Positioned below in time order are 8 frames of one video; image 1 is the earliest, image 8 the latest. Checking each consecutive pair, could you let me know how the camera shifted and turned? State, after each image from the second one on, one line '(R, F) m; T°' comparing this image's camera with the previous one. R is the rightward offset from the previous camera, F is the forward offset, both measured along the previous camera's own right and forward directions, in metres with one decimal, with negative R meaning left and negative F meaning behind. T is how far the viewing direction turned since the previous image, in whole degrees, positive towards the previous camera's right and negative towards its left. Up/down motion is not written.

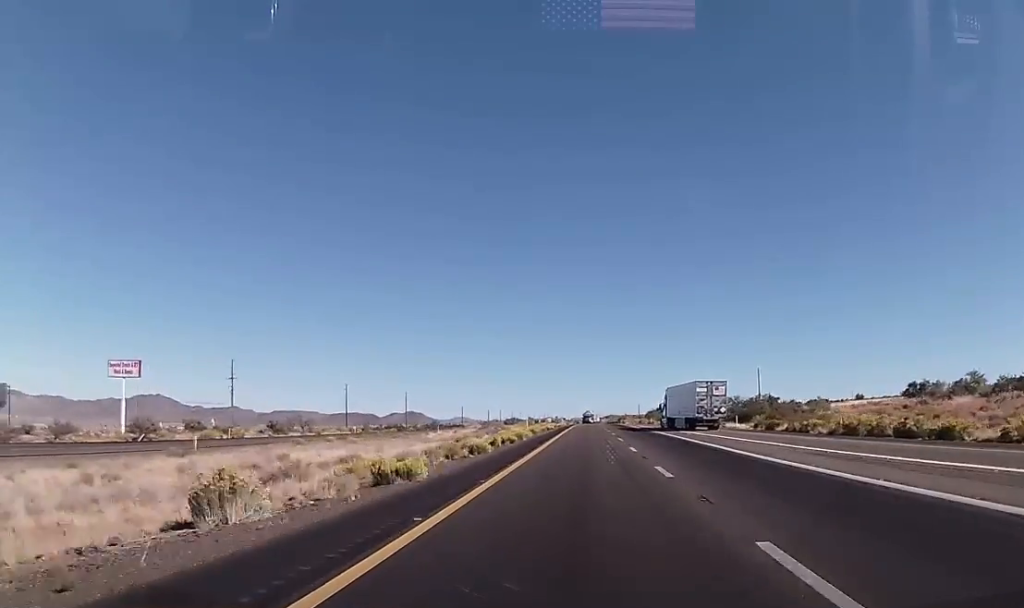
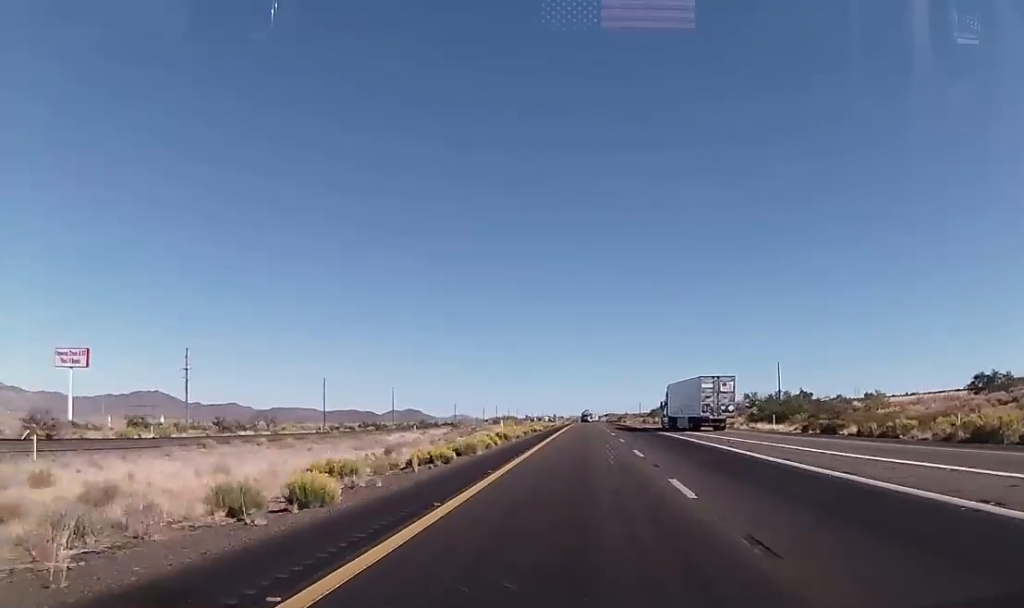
(0.0, +16.5) m; 0°
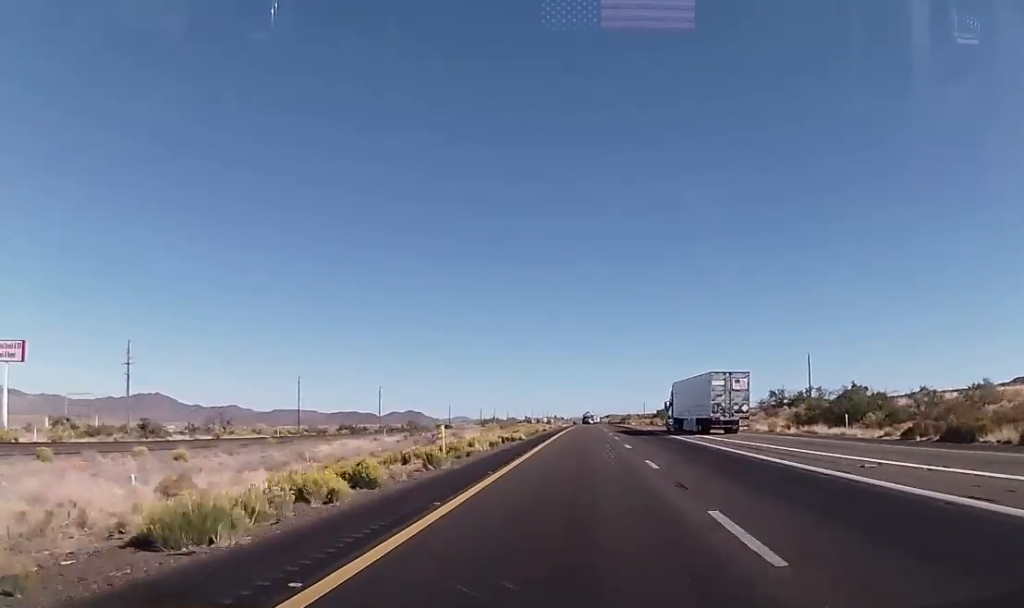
(0.0, +17.7) m; 0°
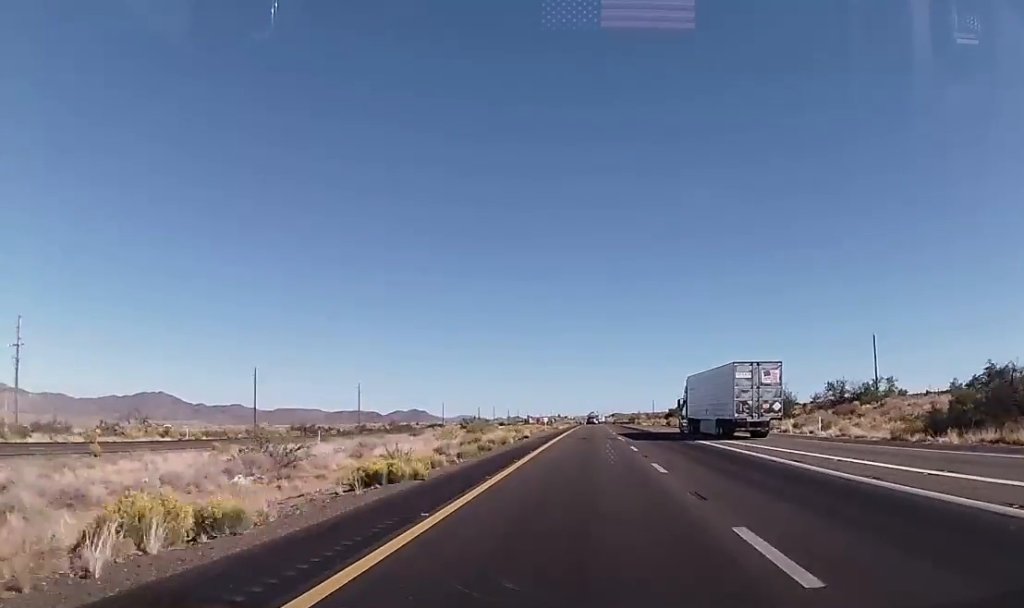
(-0.4, +25.4) m; 0°
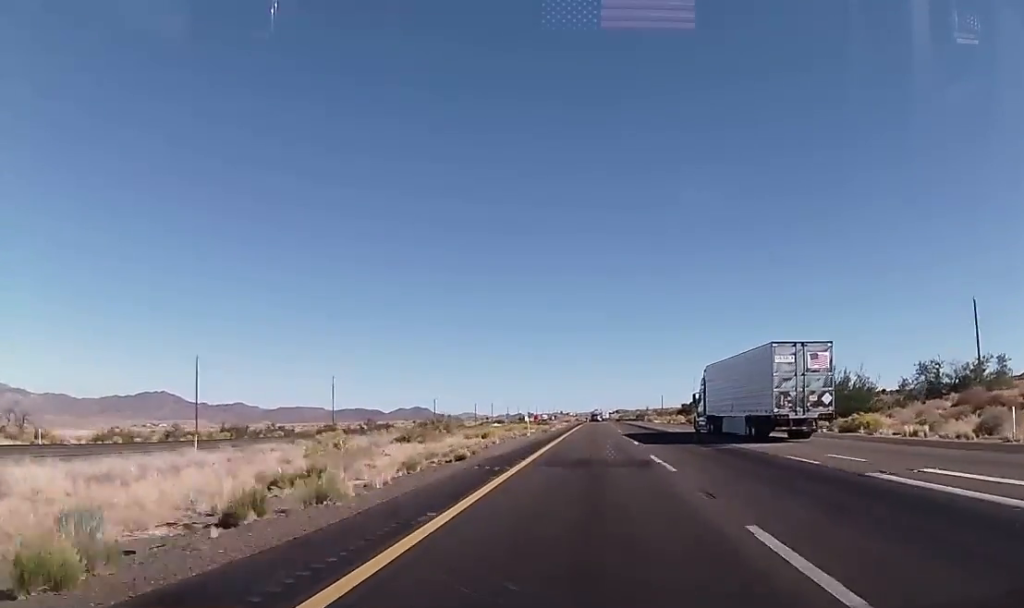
(+0.4, +24.3) m; +1°
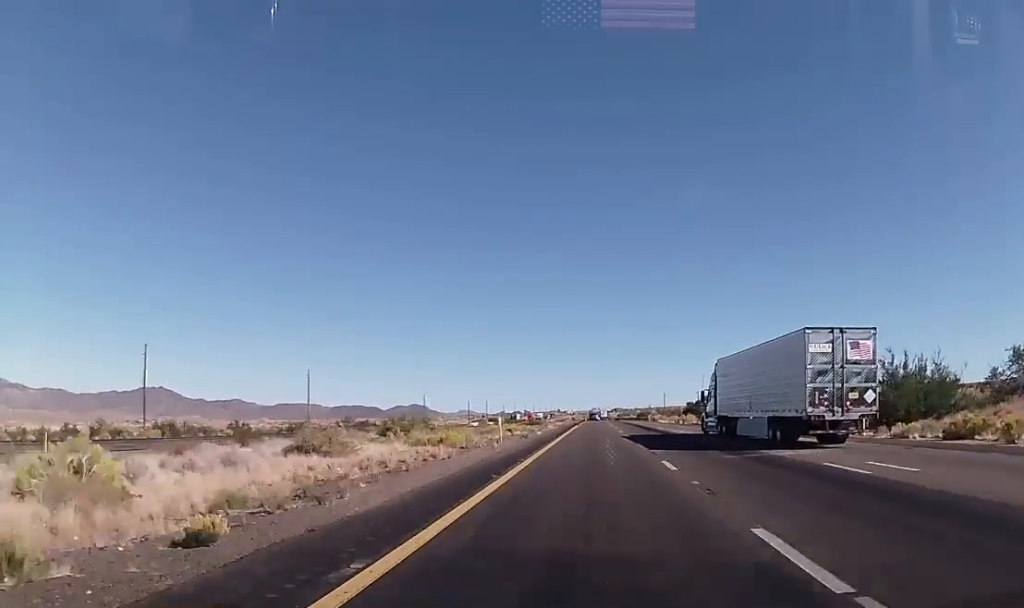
(+0.1, +15.5) m; 0°
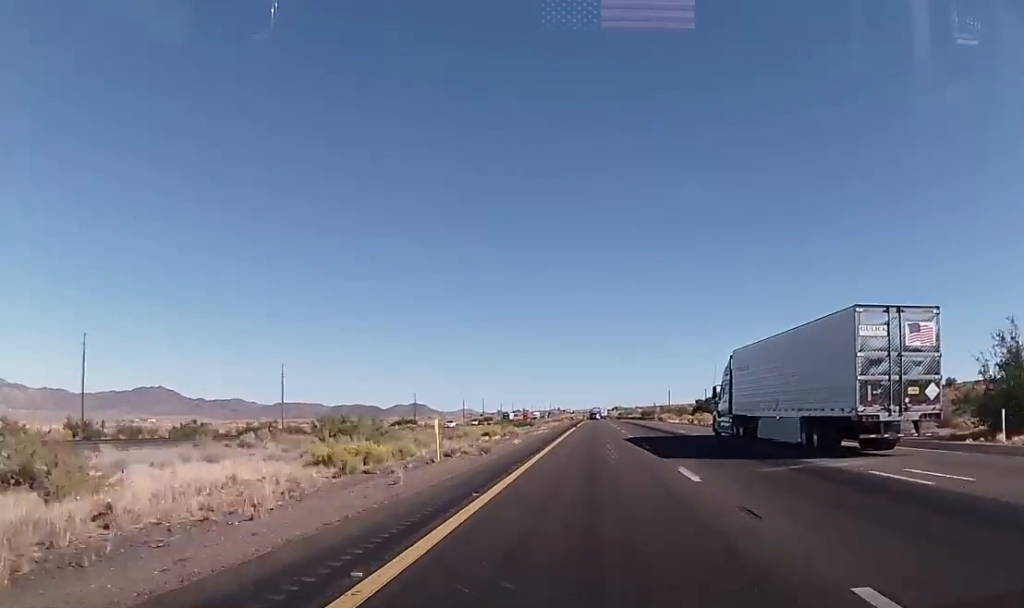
(0.0, +15.5) m; 0°
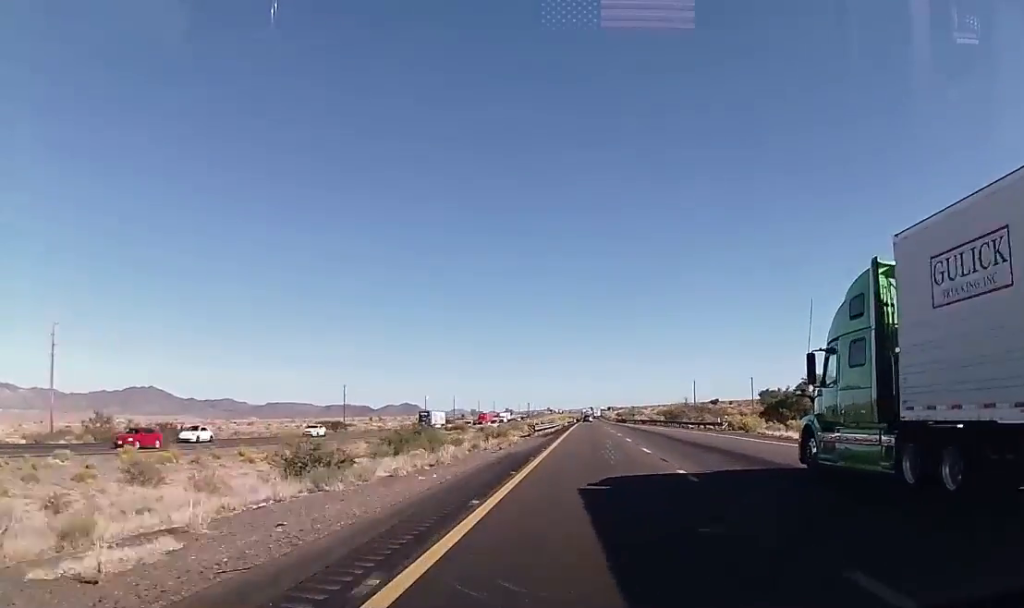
(-0.2, +72.8) m; +1°
